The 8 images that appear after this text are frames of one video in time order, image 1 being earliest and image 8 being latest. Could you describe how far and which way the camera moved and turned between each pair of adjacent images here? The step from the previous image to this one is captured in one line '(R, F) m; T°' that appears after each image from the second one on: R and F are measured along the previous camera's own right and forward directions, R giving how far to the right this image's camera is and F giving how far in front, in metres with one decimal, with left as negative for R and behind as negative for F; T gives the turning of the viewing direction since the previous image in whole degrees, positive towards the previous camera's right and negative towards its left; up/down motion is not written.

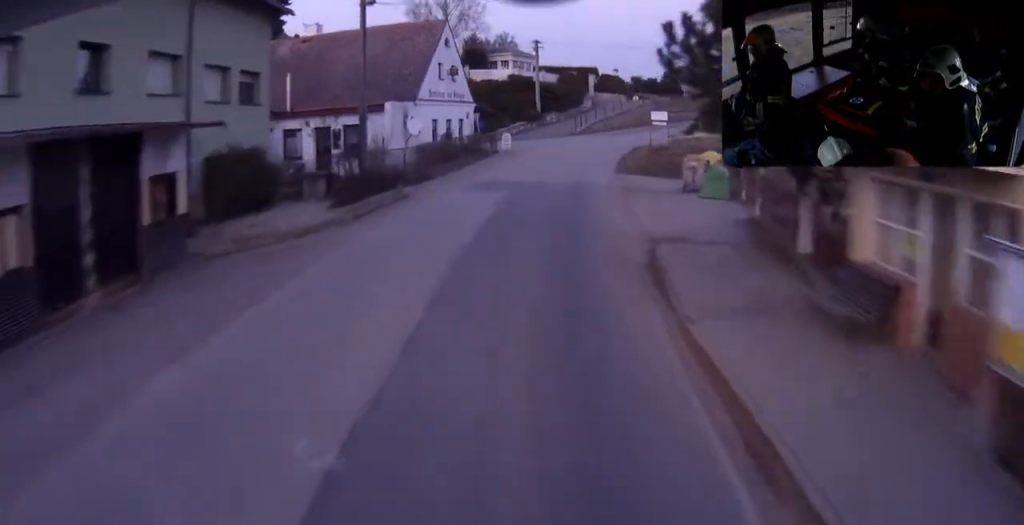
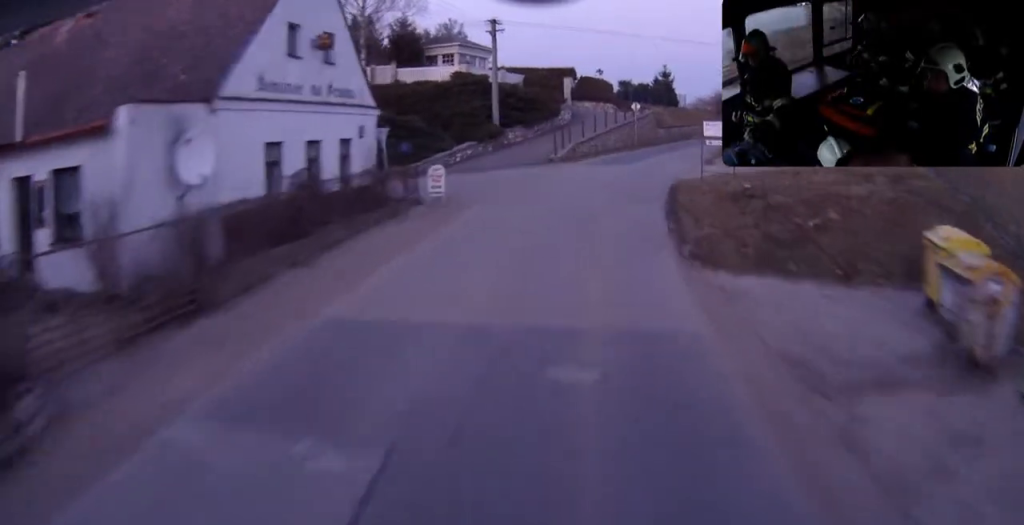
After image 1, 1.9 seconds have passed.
(+0.2, +19.1) m; +2°
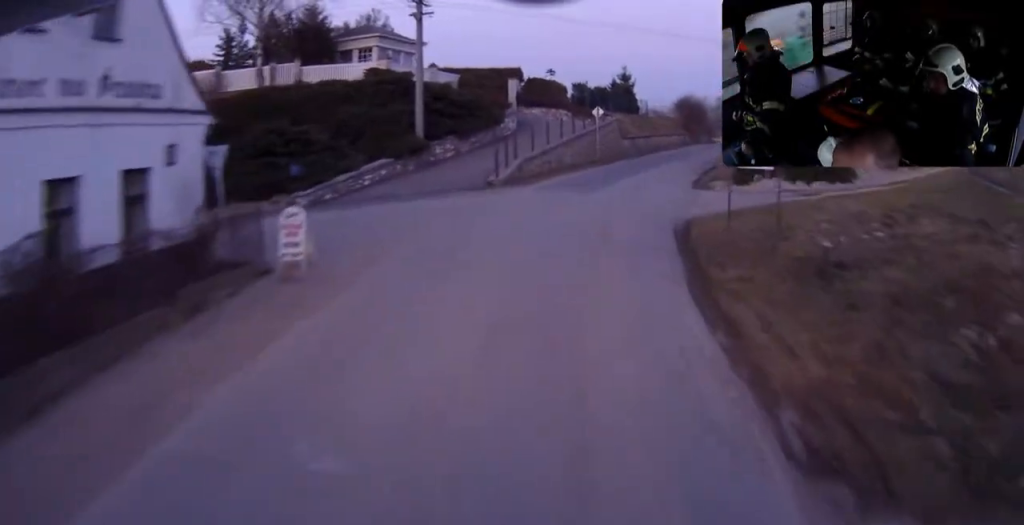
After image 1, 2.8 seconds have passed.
(+0.2, +8.9) m; +5°
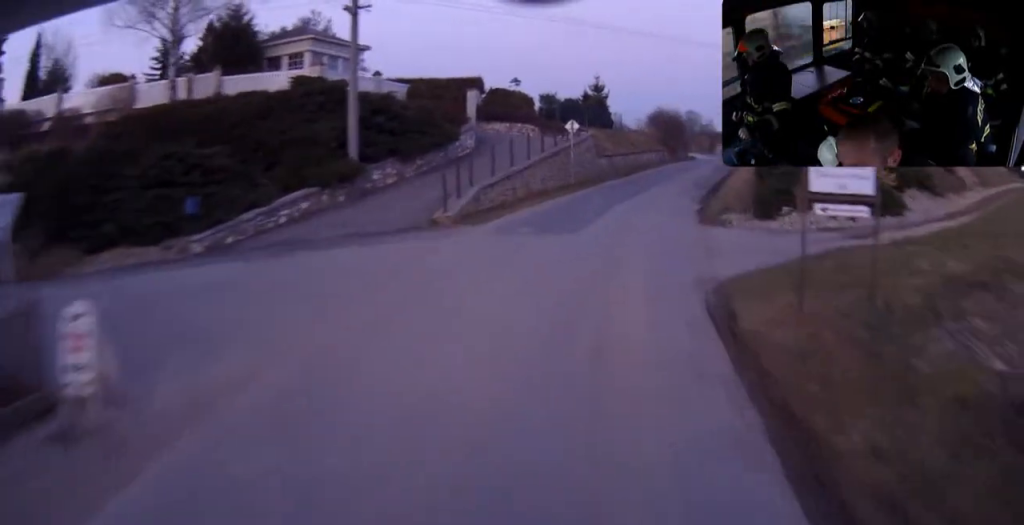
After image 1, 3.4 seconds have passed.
(+0.2, +6.2) m; +5°
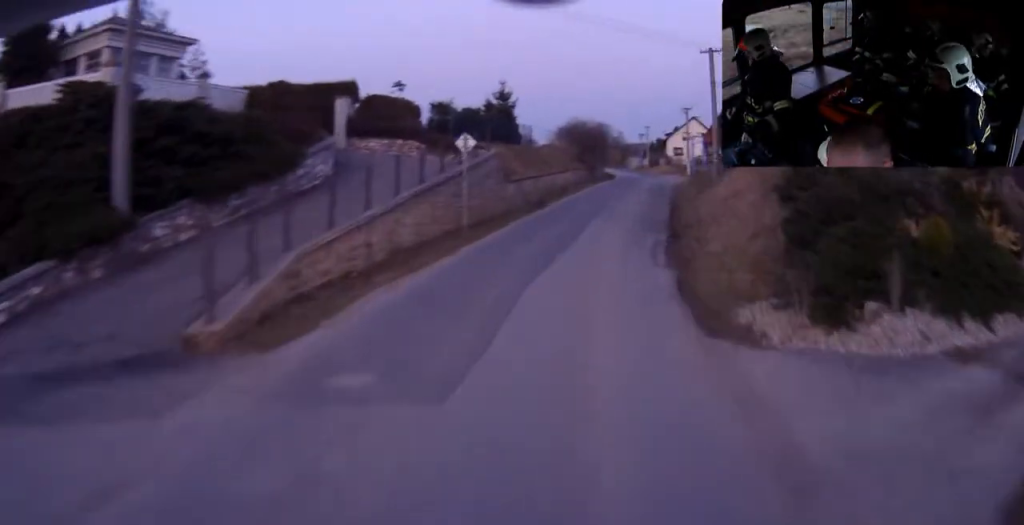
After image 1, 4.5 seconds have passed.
(+0.6, +10.4) m; +9°
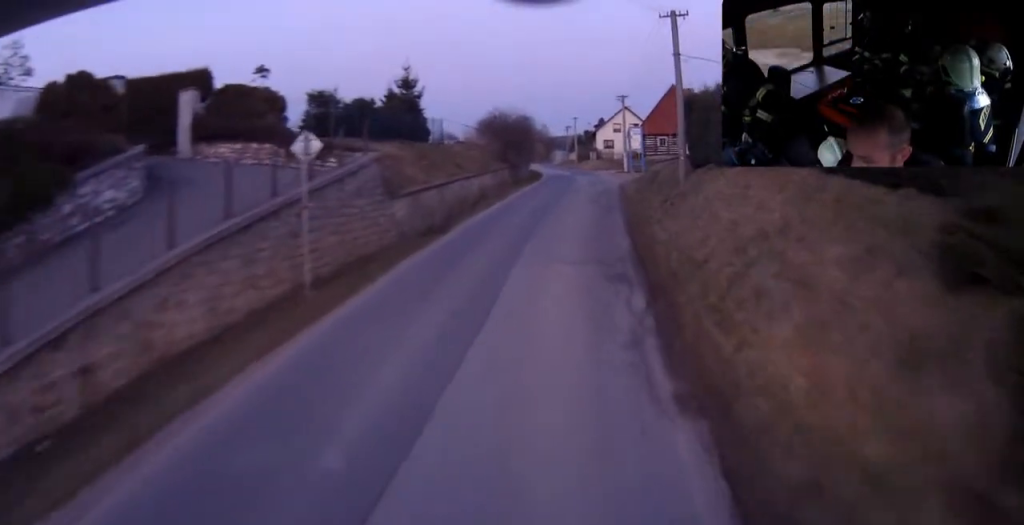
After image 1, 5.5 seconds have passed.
(+0.8, +9.1) m; +8°
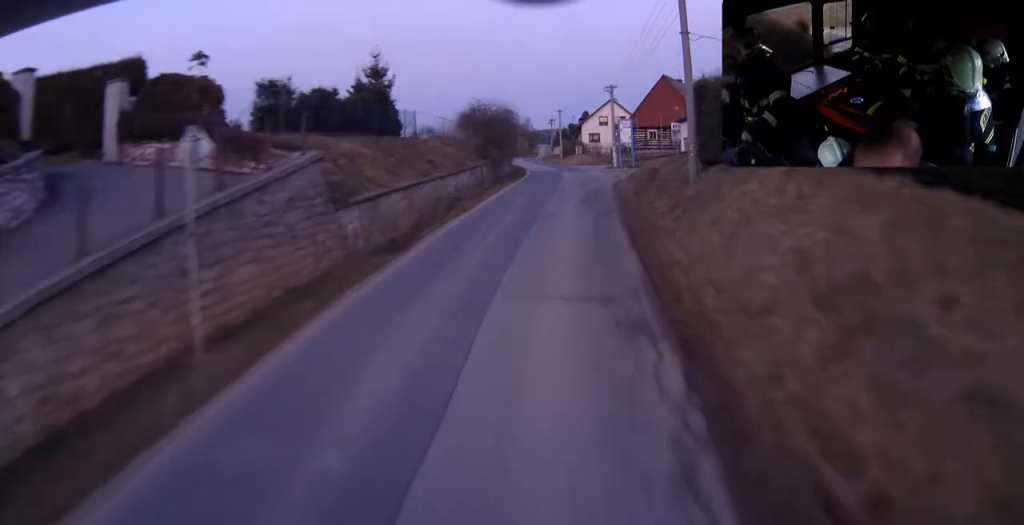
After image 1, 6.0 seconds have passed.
(+0.2, +4.2) m; +1°
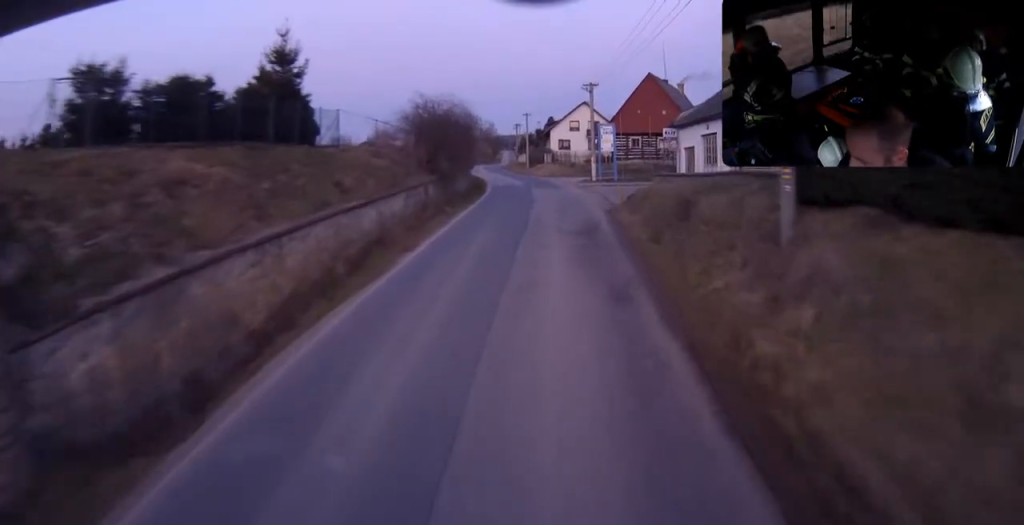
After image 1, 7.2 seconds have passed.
(+0.1, +10.7) m; +1°
